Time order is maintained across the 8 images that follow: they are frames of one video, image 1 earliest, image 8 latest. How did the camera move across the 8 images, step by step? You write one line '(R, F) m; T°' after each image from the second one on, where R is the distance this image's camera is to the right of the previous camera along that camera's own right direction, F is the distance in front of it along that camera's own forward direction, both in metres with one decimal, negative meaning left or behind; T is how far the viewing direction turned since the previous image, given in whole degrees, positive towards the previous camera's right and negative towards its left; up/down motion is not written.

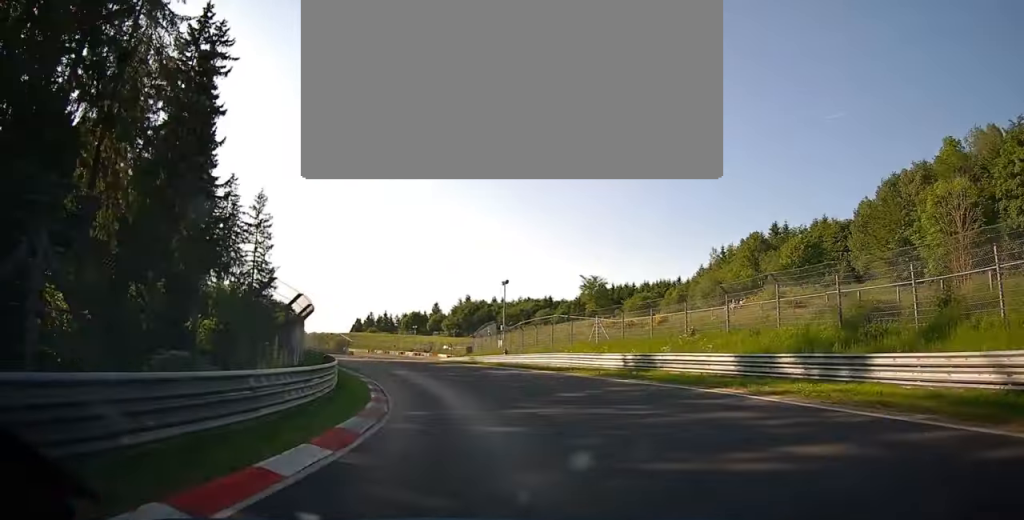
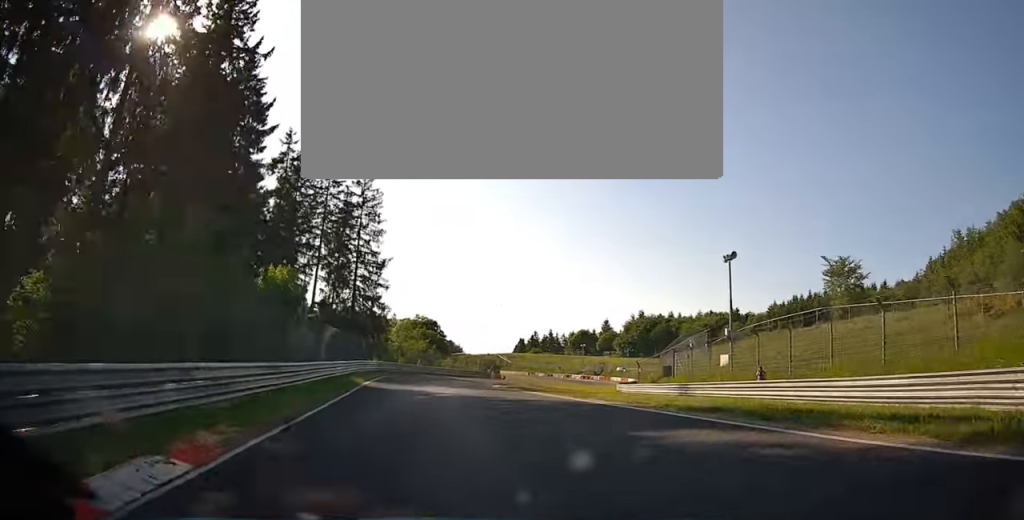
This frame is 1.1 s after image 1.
(-3.3, +27.9) m; -12°
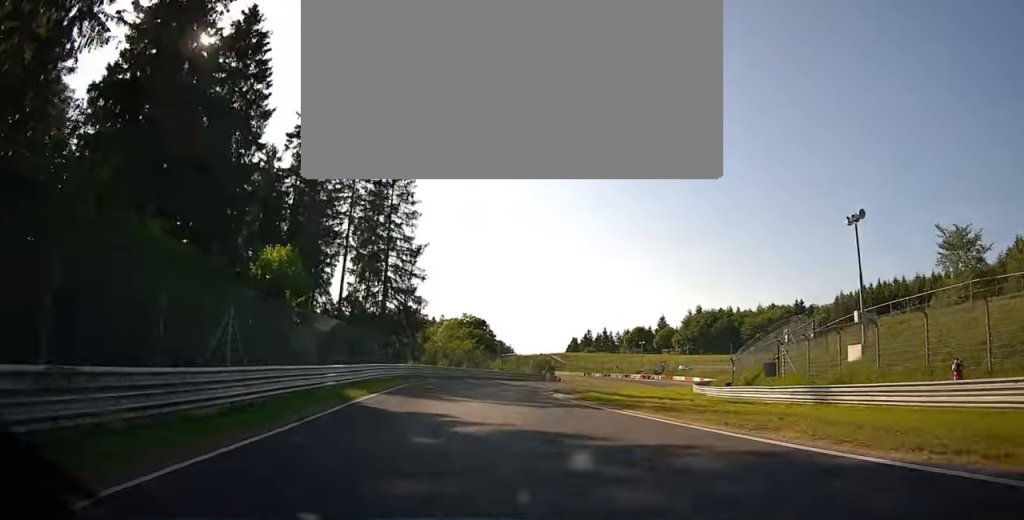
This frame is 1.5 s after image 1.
(-0.4, +10.2) m; -3°
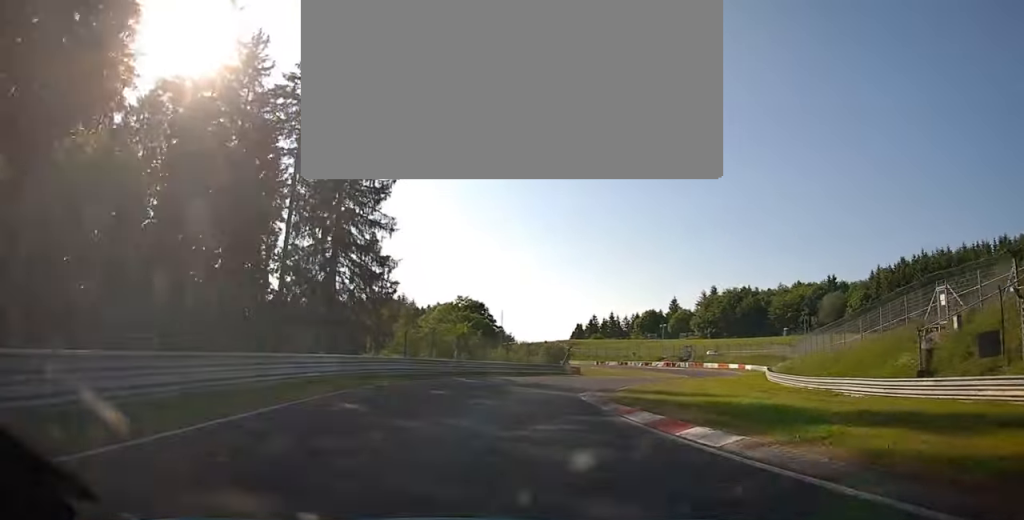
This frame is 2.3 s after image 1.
(-1.0, +18.2) m; 0°
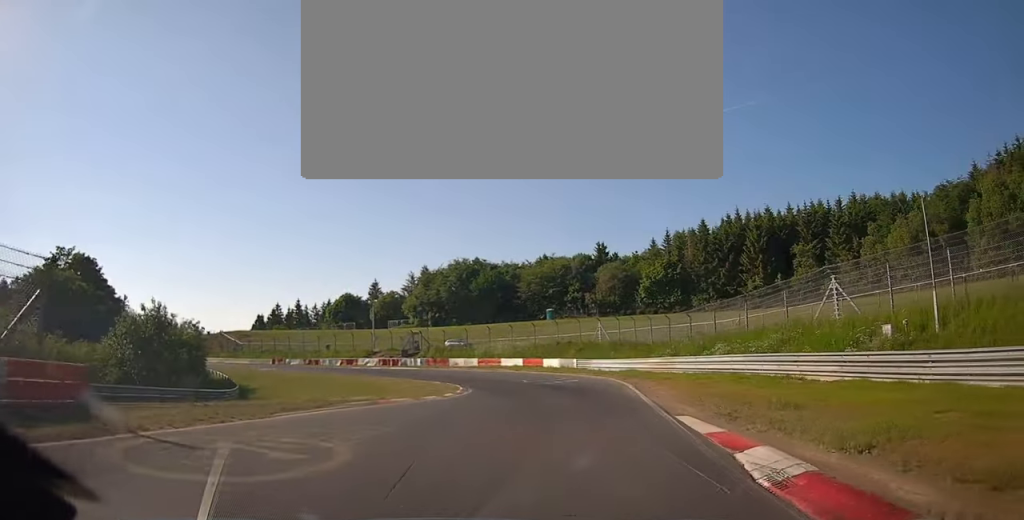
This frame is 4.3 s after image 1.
(+7.7, +41.1) m; +24°
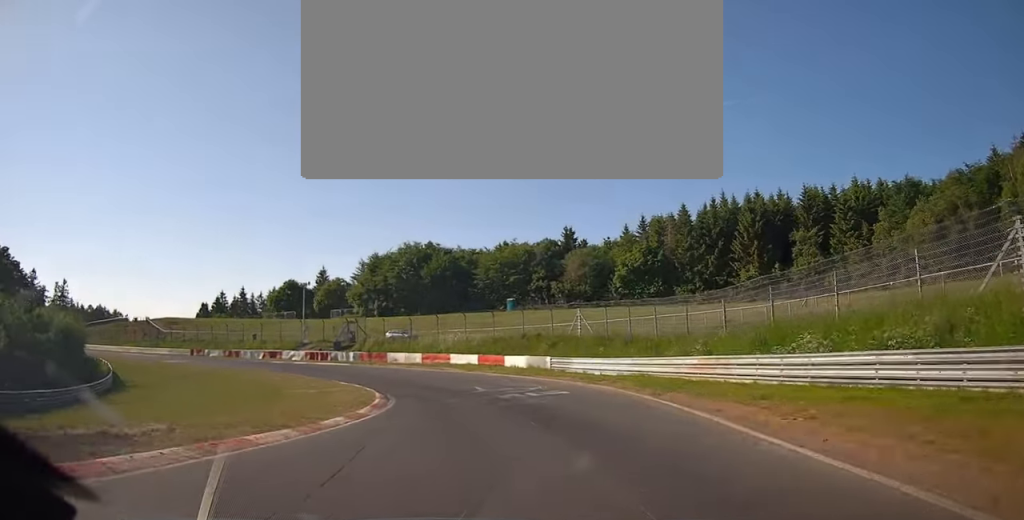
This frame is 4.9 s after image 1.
(+0.8, +10.9) m; +2°
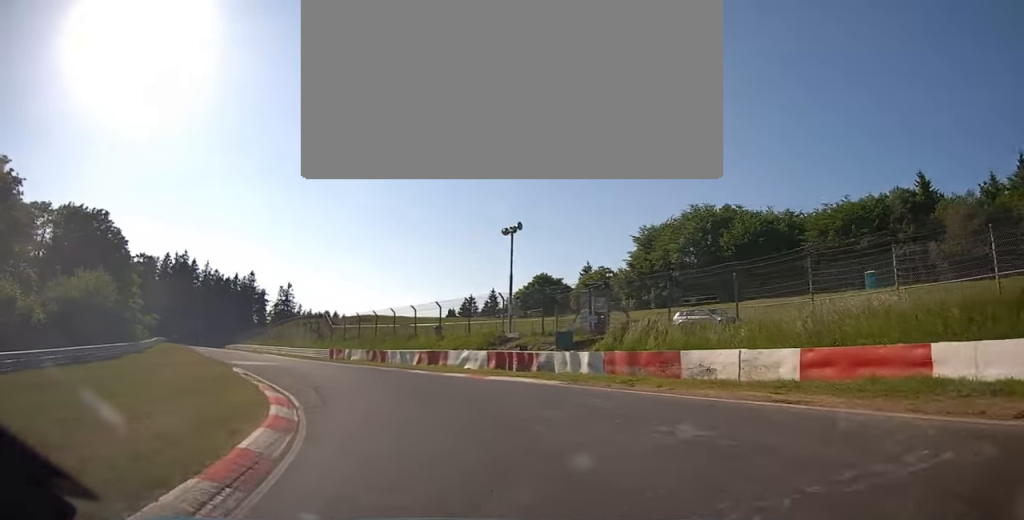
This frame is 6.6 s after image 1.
(-1.3, +33.6) m; -12°
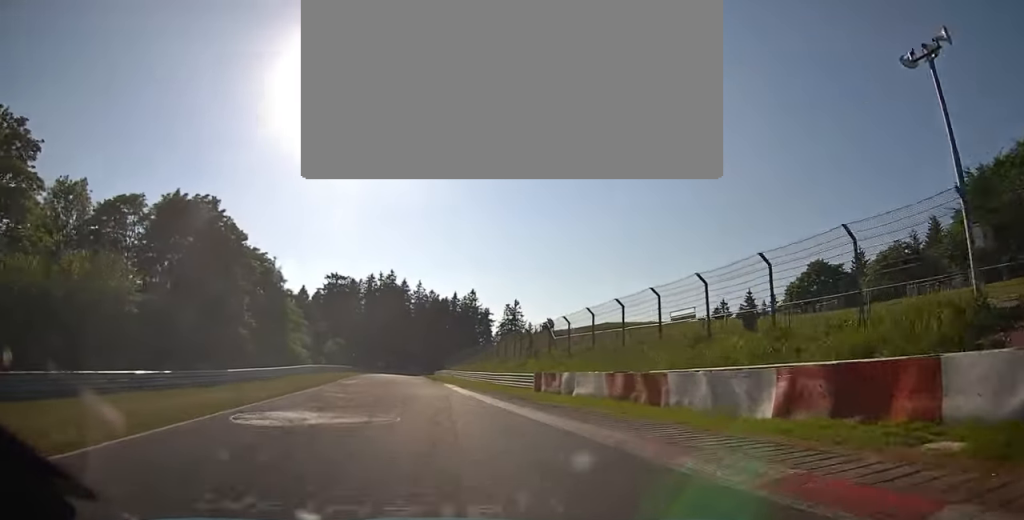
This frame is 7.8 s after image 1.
(-3.6, +25.0) m; -16°
